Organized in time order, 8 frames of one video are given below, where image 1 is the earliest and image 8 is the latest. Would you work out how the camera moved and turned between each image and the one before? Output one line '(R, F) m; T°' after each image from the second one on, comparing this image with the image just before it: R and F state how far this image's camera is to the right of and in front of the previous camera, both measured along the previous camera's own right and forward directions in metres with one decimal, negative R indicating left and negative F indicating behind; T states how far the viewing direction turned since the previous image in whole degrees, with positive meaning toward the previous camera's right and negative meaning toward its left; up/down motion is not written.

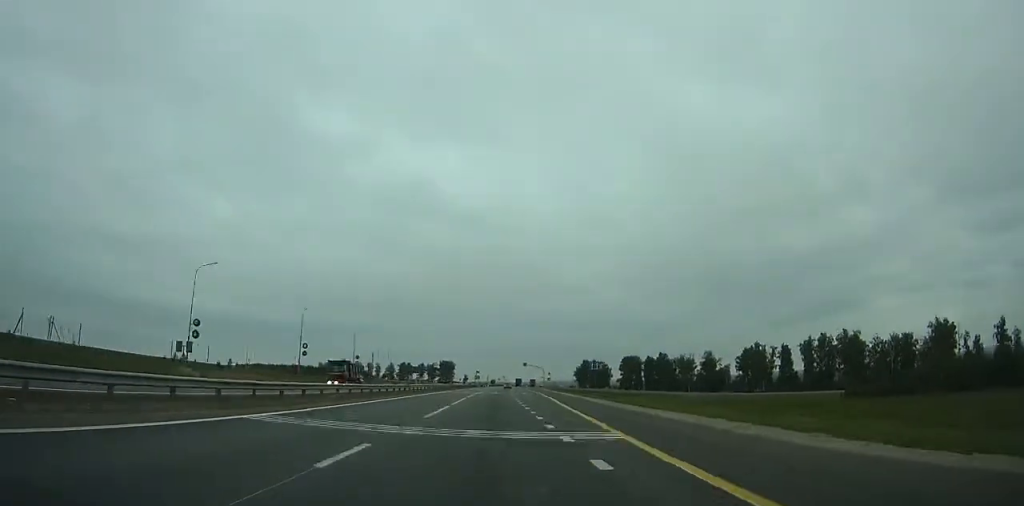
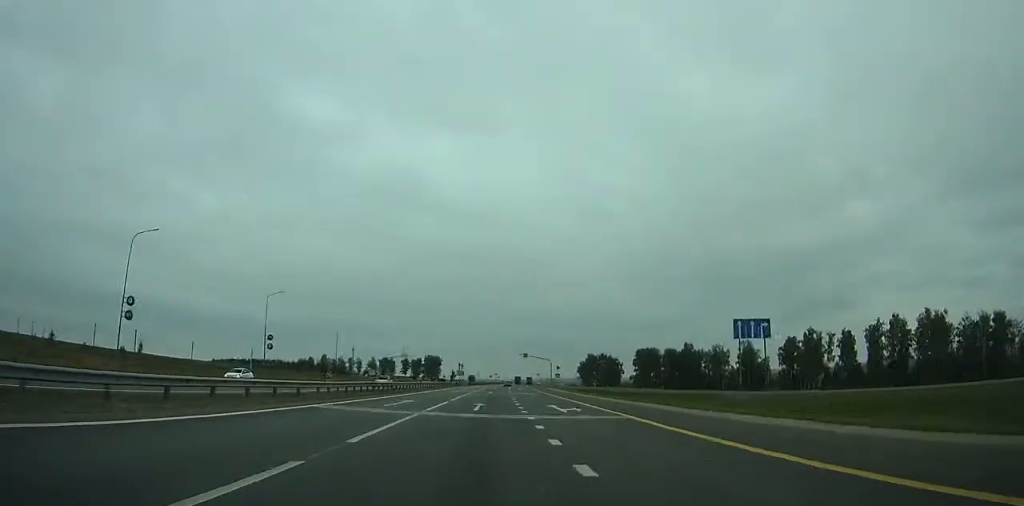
(+0.1, +45.2) m; 0°
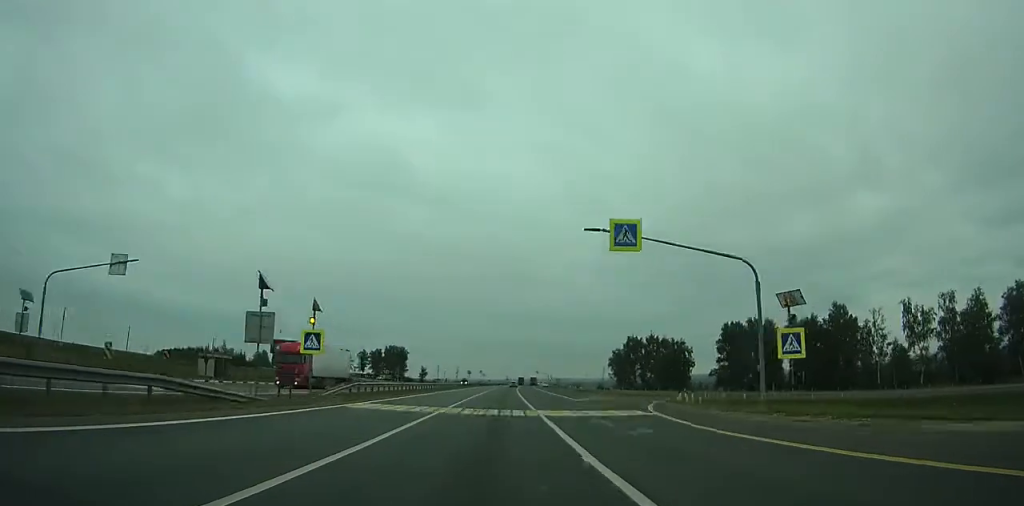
(+1.1, +101.1) m; +1°
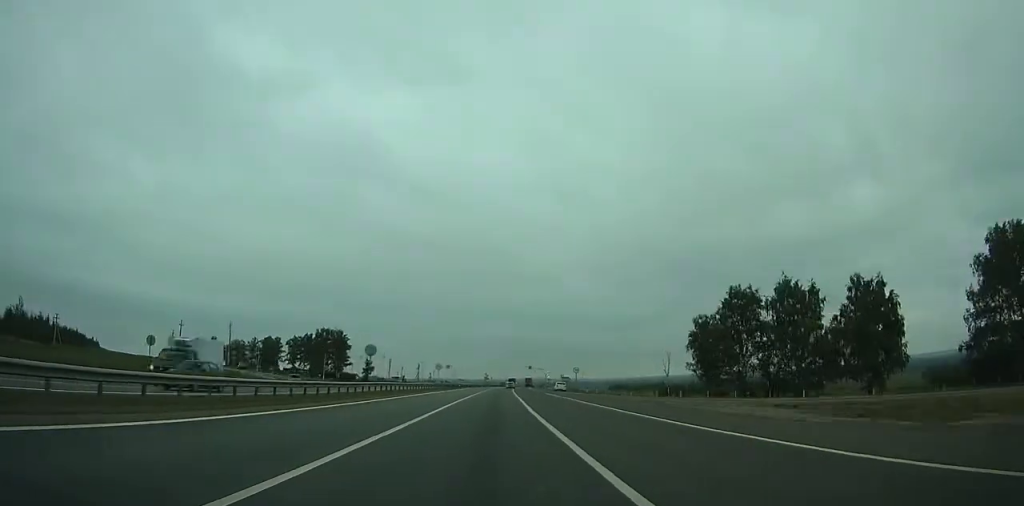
(+1.4, +86.4) m; +2°
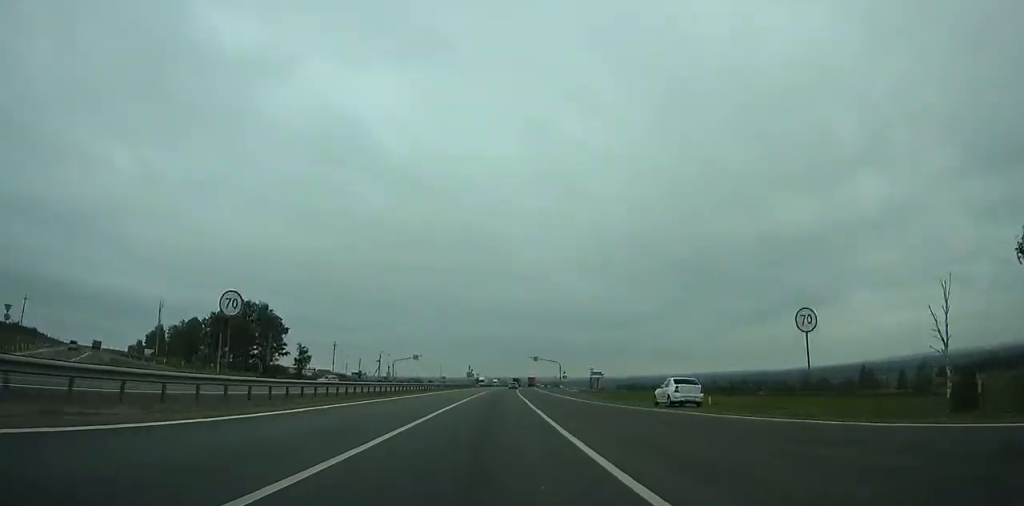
(+0.8, +65.0) m; +1°
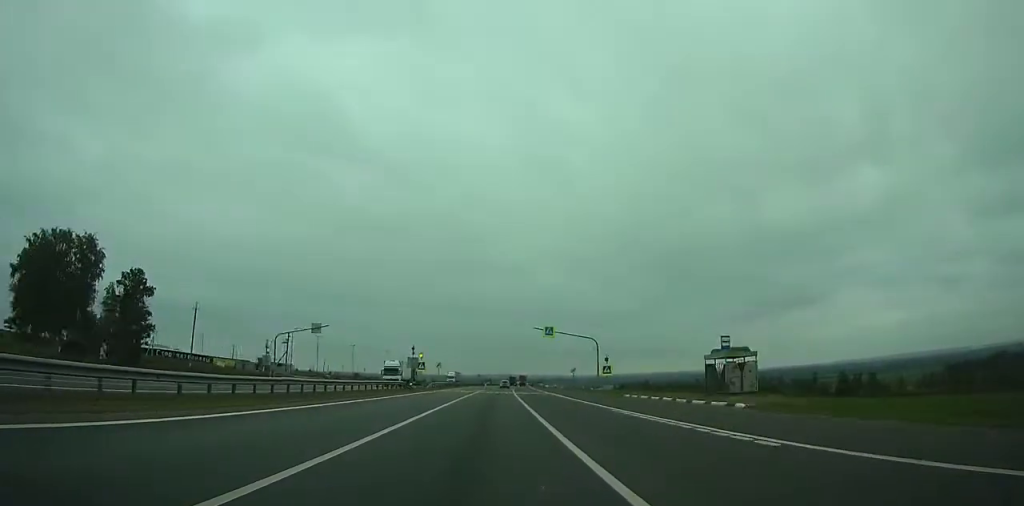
(+0.6, +64.8) m; +1°
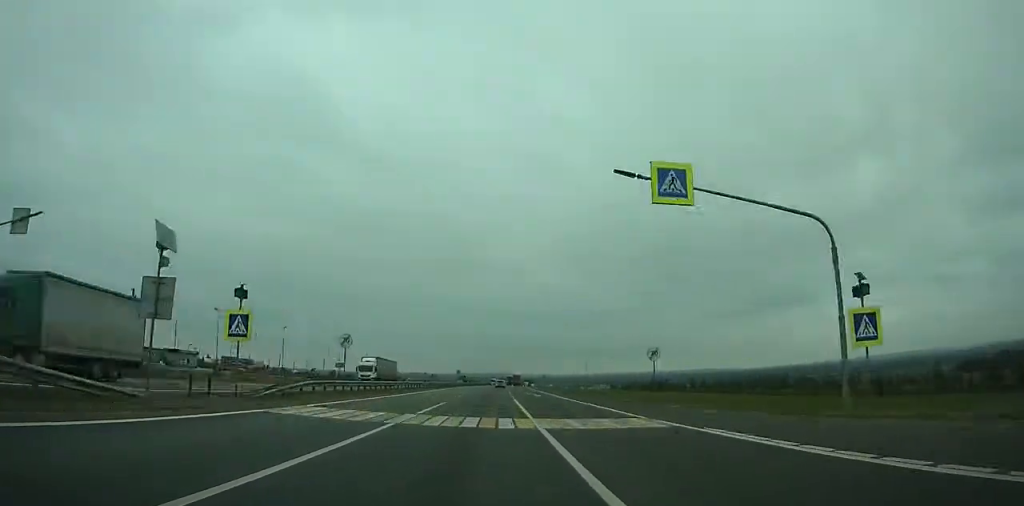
(+0.7, +47.4) m; +1°
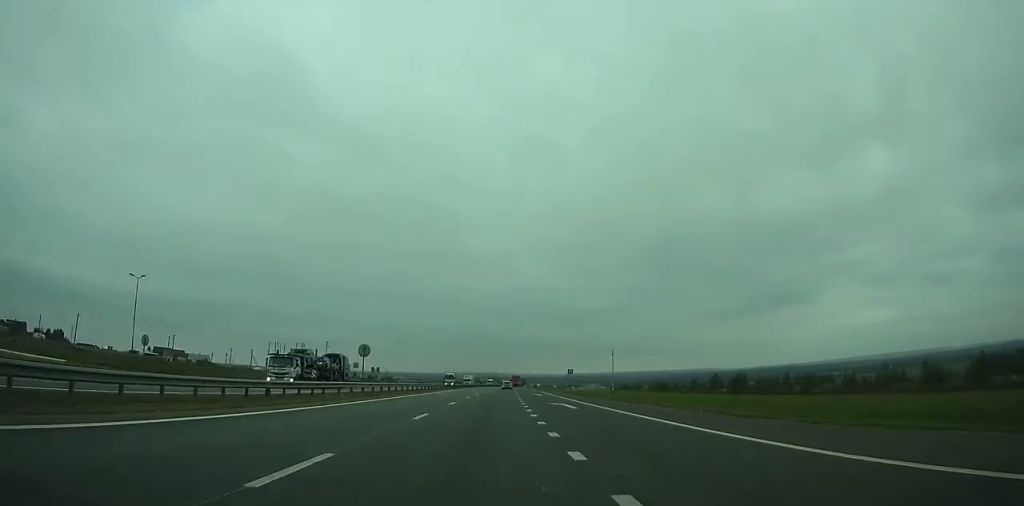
(+0.9, +79.8) m; +1°
